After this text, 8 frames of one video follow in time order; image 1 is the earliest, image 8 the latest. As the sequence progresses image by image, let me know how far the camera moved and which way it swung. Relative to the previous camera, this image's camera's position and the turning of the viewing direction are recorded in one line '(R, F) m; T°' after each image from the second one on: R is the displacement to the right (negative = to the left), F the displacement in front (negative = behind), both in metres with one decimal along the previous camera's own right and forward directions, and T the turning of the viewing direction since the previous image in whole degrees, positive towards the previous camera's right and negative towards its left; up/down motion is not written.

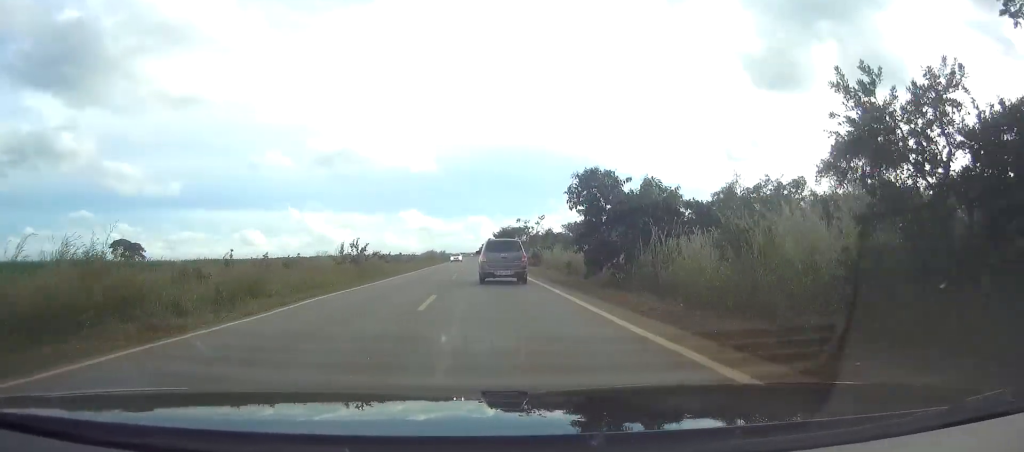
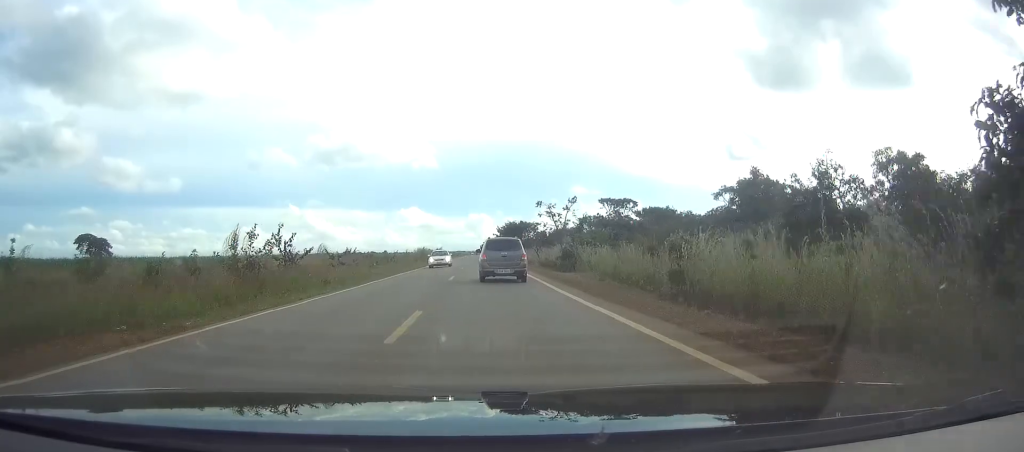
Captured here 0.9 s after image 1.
(0.0, +23.9) m; 0°
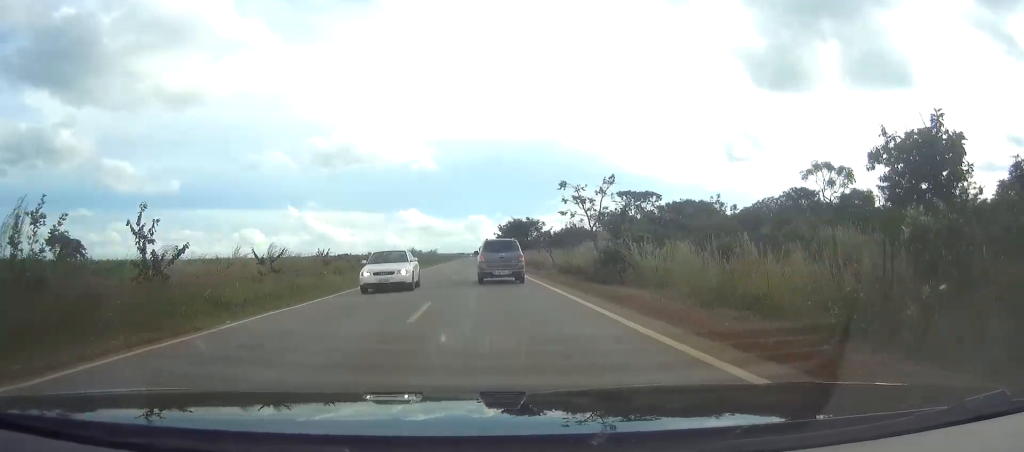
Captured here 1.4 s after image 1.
(0.0, +15.5) m; 0°
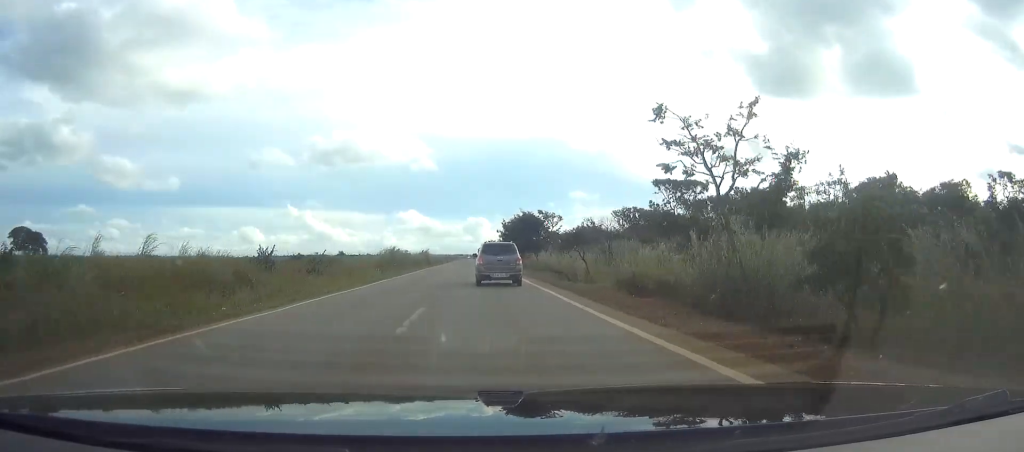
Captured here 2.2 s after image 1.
(0.0, +19.9) m; 0°
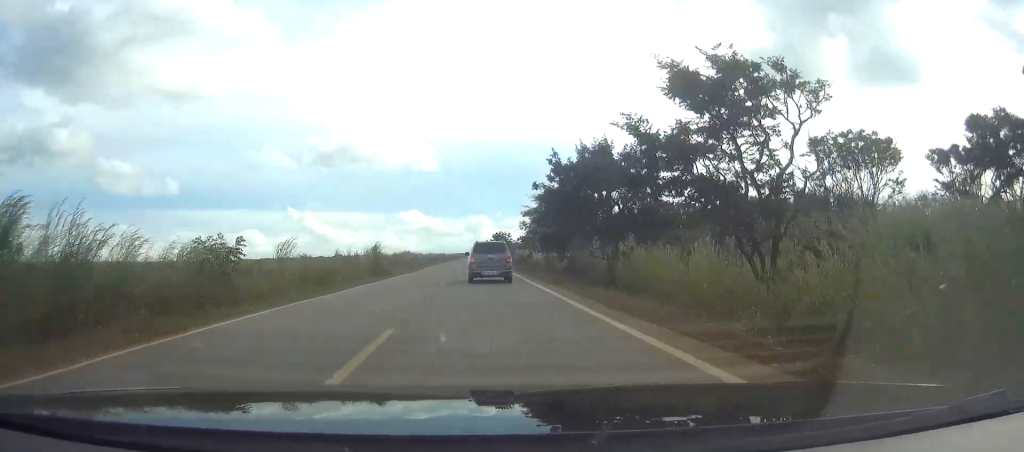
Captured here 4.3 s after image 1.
(0.0, +58.9) m; 0°
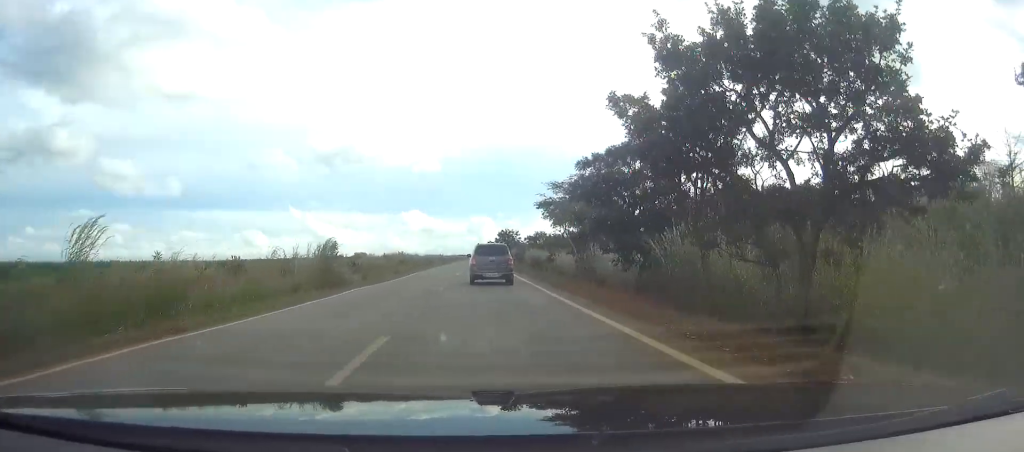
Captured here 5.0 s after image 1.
(0.0, +19.3) m; 0°
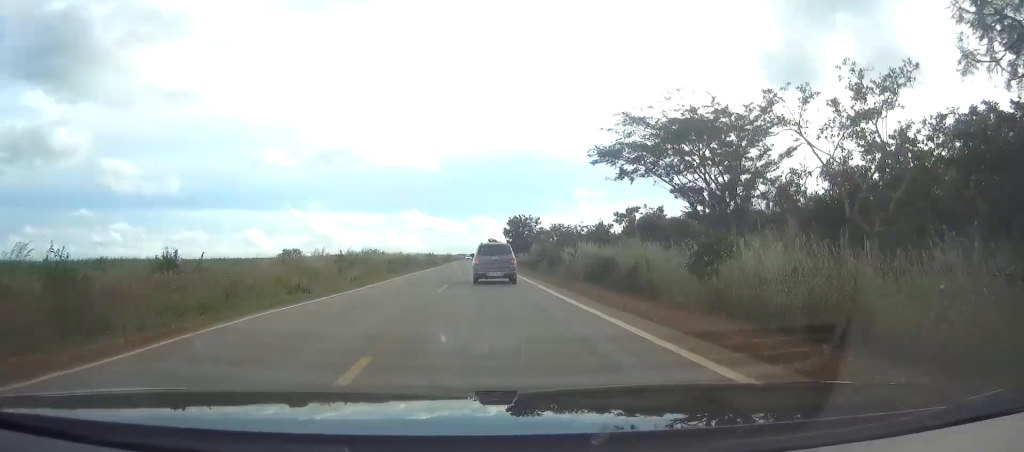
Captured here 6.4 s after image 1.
(0.0, +38.7) m; 0°
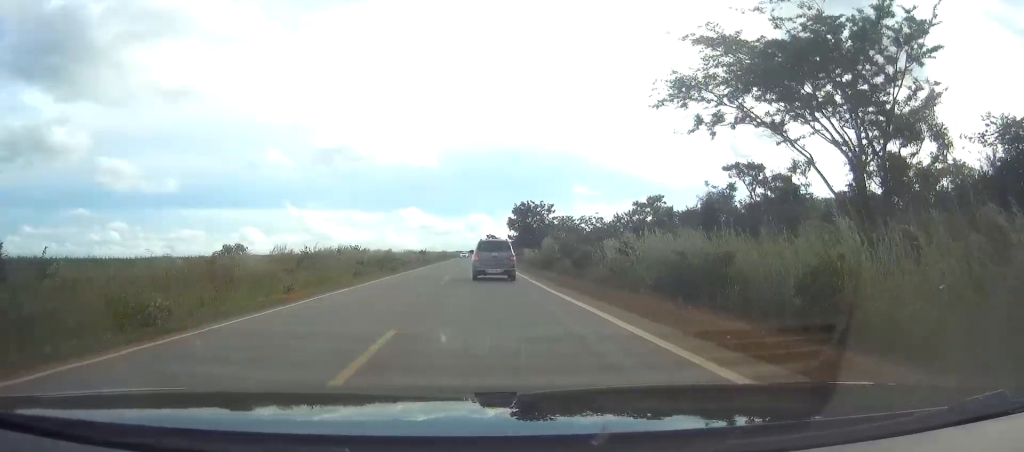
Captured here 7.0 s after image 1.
(0.0, +15.7) m; 0°
